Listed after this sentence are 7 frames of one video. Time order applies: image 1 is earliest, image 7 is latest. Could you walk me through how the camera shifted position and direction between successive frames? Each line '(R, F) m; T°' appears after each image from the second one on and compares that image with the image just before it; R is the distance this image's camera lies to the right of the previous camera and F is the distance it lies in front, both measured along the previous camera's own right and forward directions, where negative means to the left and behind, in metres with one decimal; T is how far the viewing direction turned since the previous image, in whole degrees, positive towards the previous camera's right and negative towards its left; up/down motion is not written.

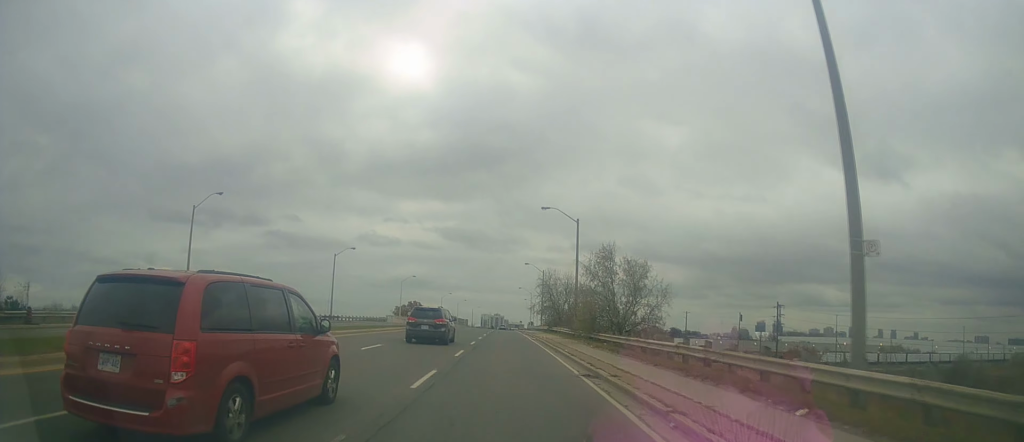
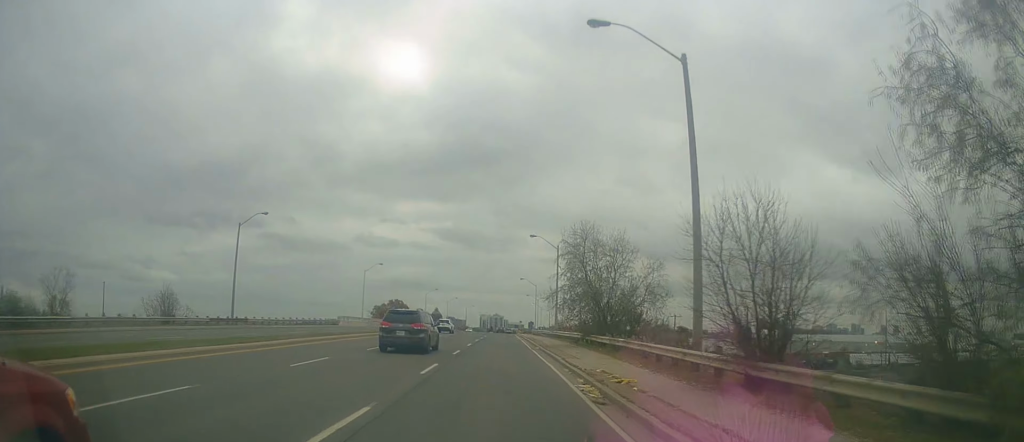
(+0.7, +32.7) m; +1°
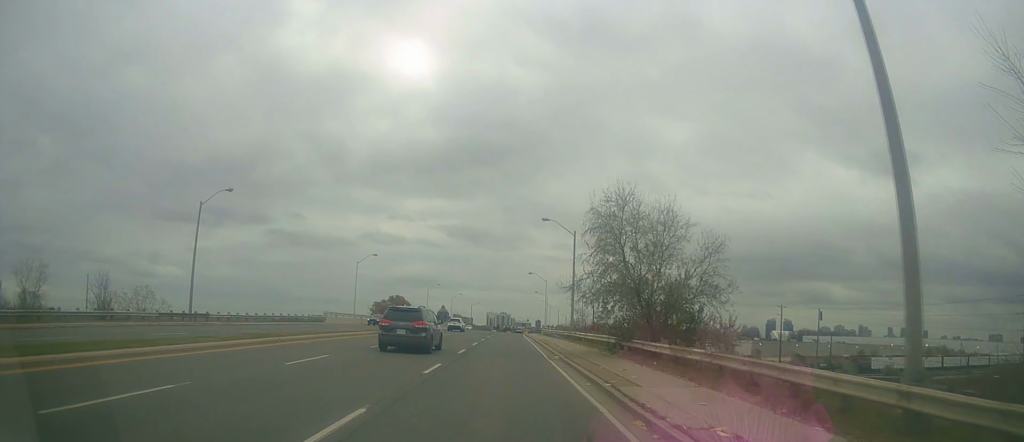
(-0.1, +9.6) m; -1°
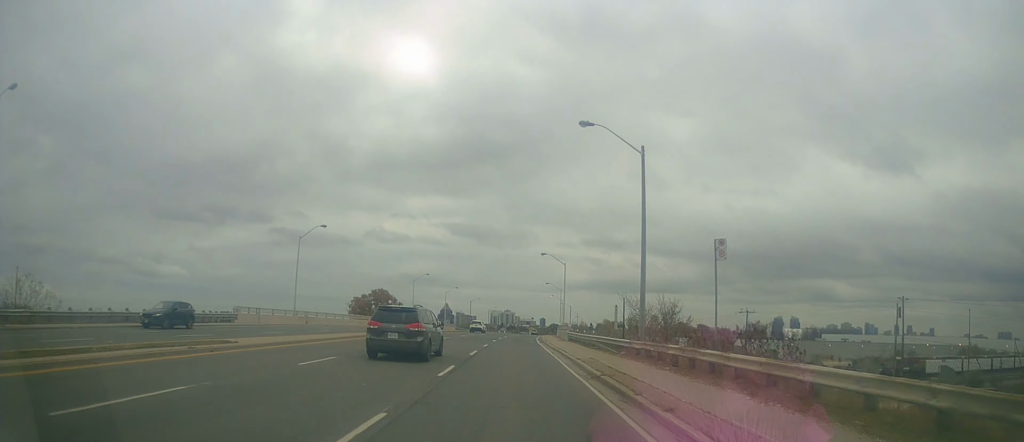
(-0.5, +27.0) m; -2°
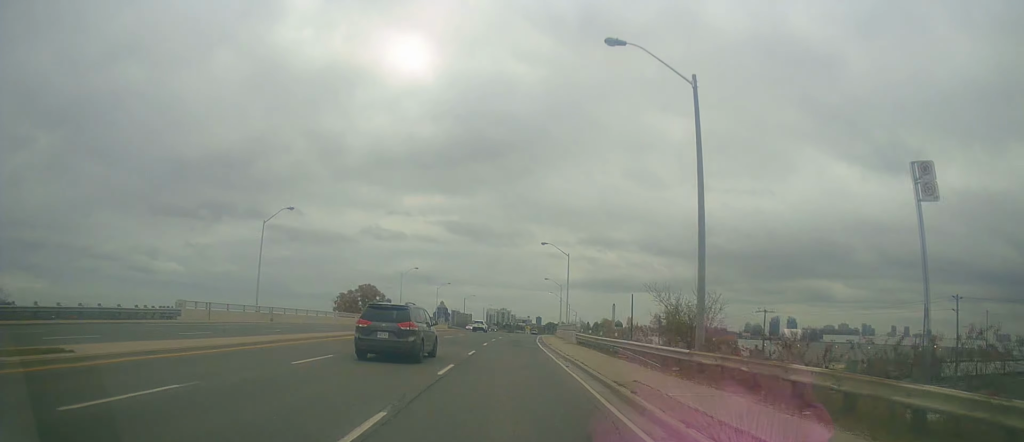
(-0.2, +9.0) m; 0°
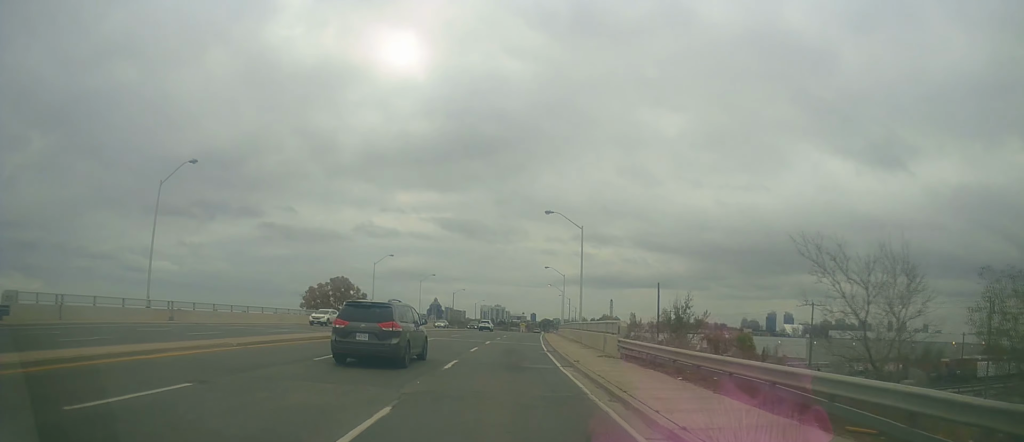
(+0.3, +17.4) m; +2°
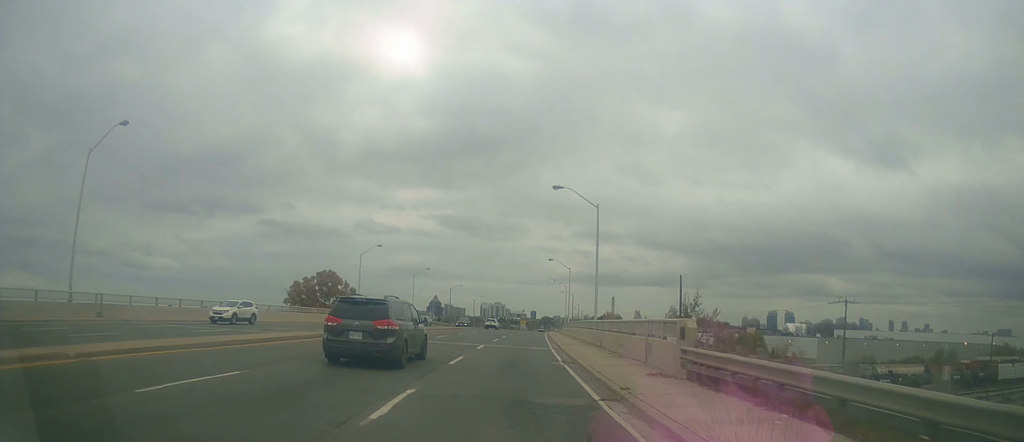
(+0.1, +8.4) m; 0°
